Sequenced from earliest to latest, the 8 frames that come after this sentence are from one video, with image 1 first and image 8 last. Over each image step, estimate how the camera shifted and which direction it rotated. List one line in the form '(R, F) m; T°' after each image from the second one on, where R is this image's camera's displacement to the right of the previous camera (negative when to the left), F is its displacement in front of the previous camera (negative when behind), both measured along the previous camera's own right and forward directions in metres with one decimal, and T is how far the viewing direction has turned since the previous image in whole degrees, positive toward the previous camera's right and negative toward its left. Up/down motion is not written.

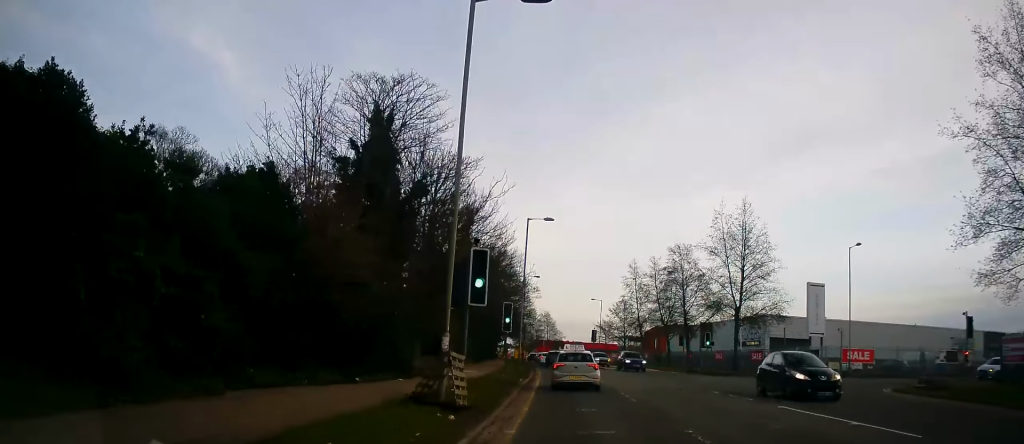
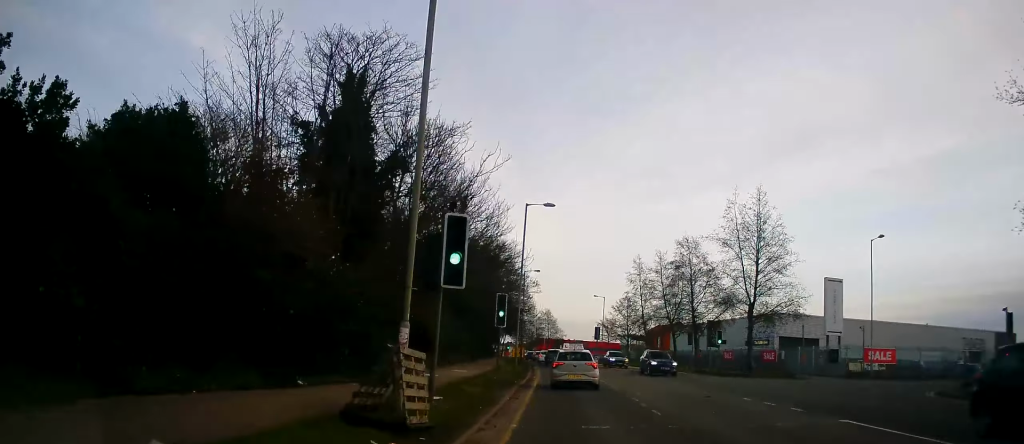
(0.0, +3.5) m; 0°
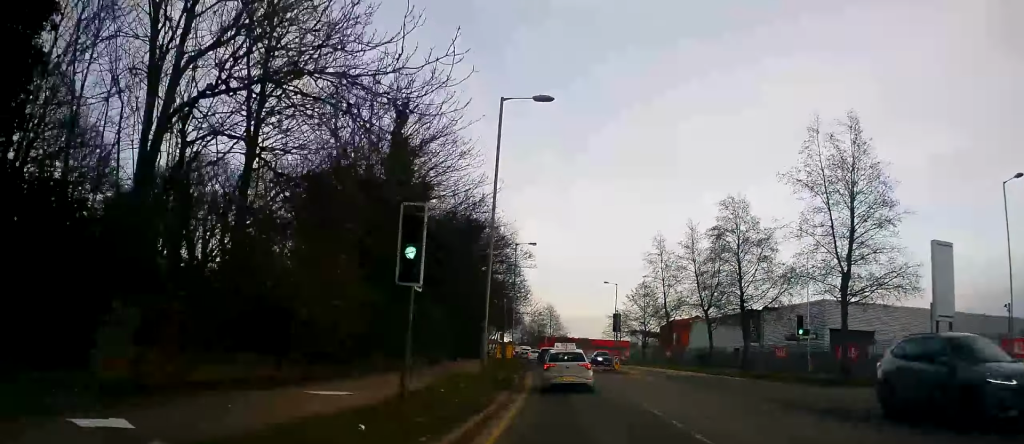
(+1.6, +14.9) m; +4°
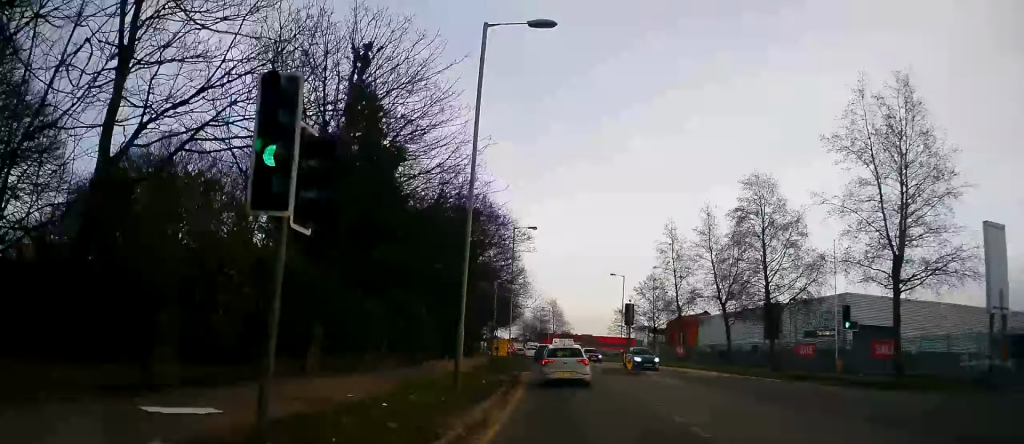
(-1.0, +5.5) m; -6°
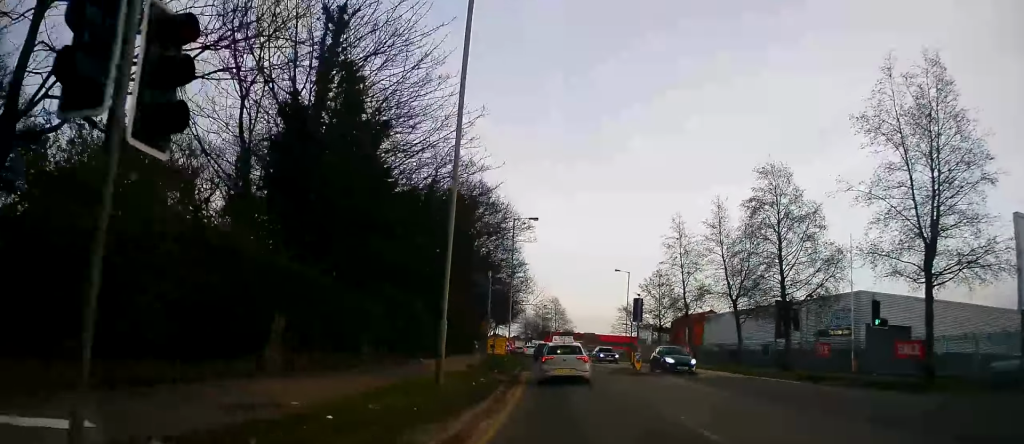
(-0.1, +2.8) m; -2°
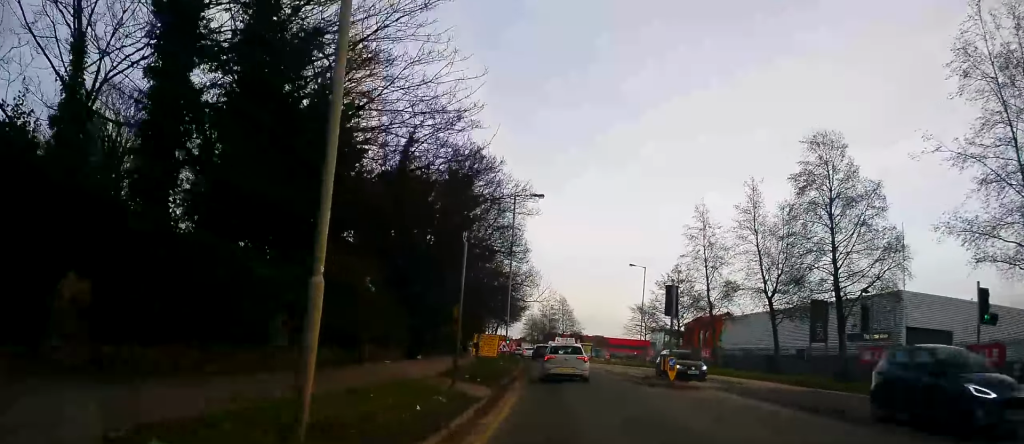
(+0.3, +7.1) m; +1°
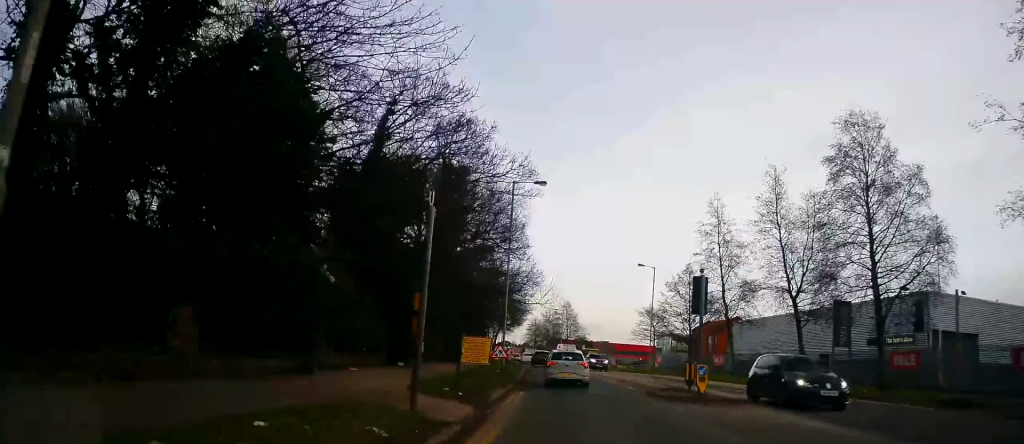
(-0.3, +3.9) m; +1°
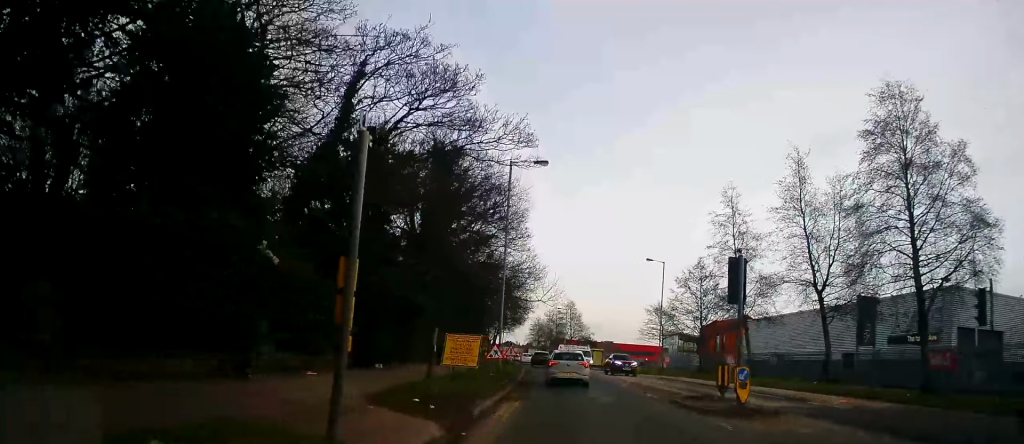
(+0.2, +3.4) m; +1°
